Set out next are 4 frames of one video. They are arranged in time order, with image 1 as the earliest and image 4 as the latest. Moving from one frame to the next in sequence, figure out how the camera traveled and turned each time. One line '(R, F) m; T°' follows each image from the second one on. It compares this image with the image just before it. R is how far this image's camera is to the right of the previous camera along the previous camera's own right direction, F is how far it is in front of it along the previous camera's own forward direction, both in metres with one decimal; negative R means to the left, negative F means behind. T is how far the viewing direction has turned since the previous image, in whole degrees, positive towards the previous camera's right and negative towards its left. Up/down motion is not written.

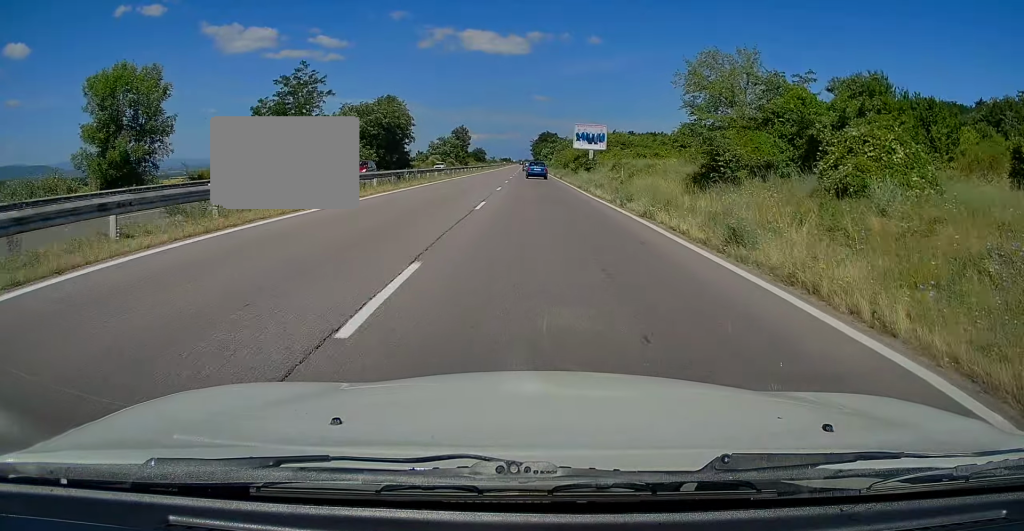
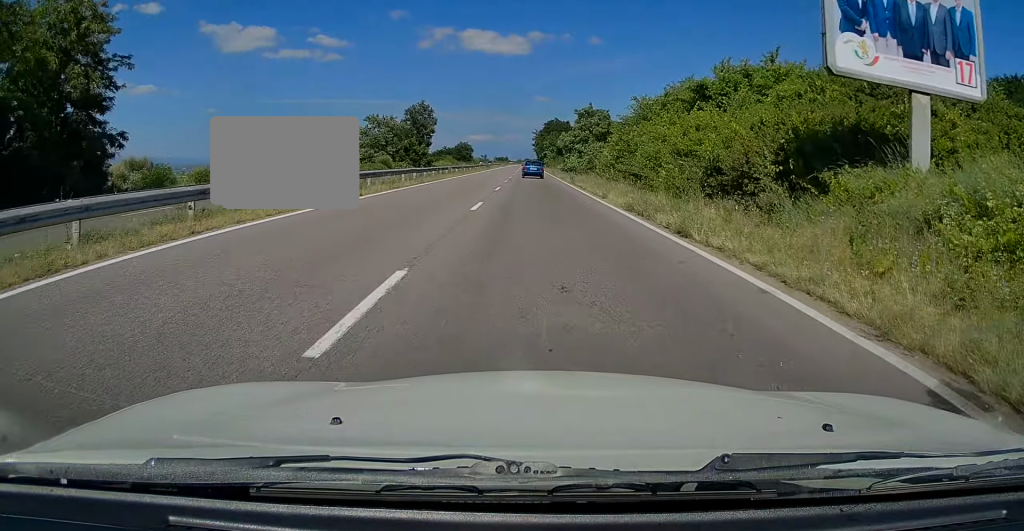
(+0.4, +73.1) m; +1°
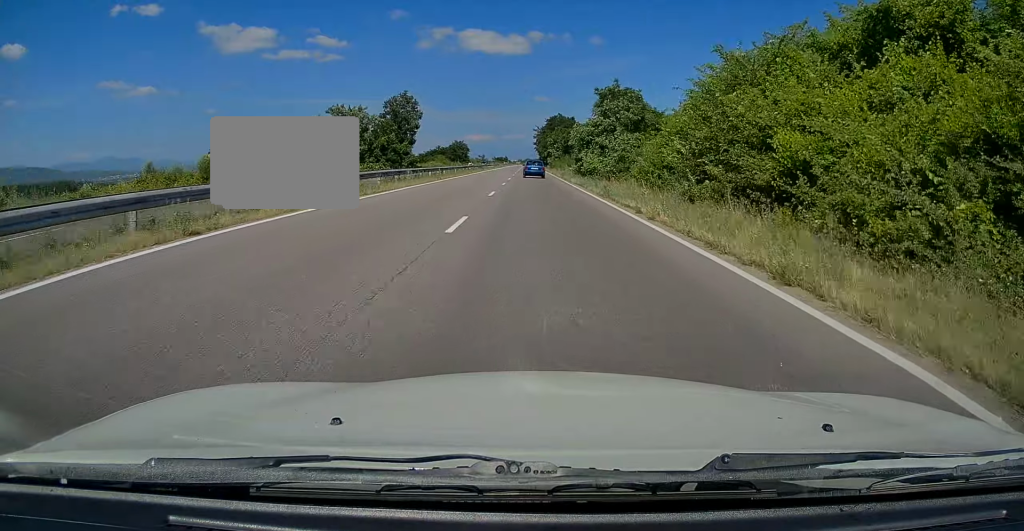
(0.0, +17.3) m; -1°
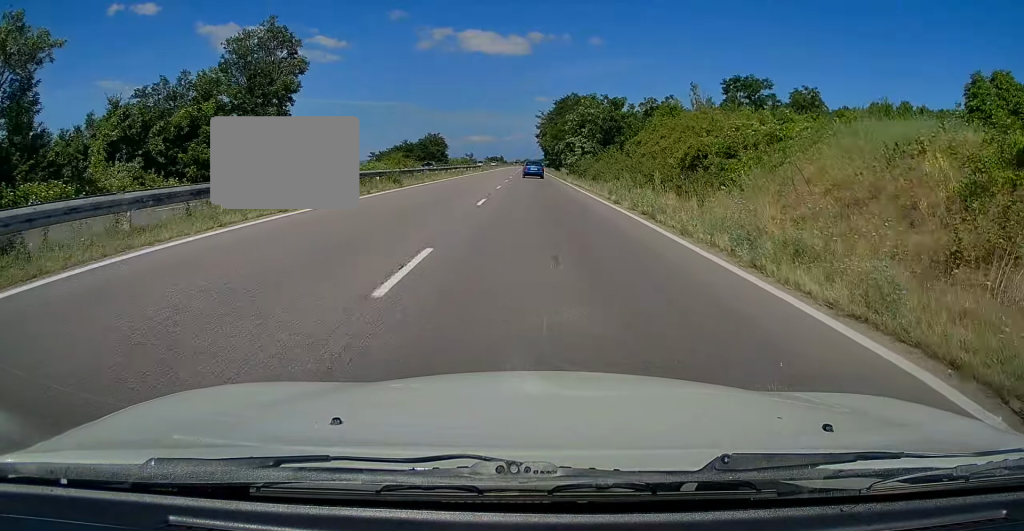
(0.0, +53.2) m; 0°
